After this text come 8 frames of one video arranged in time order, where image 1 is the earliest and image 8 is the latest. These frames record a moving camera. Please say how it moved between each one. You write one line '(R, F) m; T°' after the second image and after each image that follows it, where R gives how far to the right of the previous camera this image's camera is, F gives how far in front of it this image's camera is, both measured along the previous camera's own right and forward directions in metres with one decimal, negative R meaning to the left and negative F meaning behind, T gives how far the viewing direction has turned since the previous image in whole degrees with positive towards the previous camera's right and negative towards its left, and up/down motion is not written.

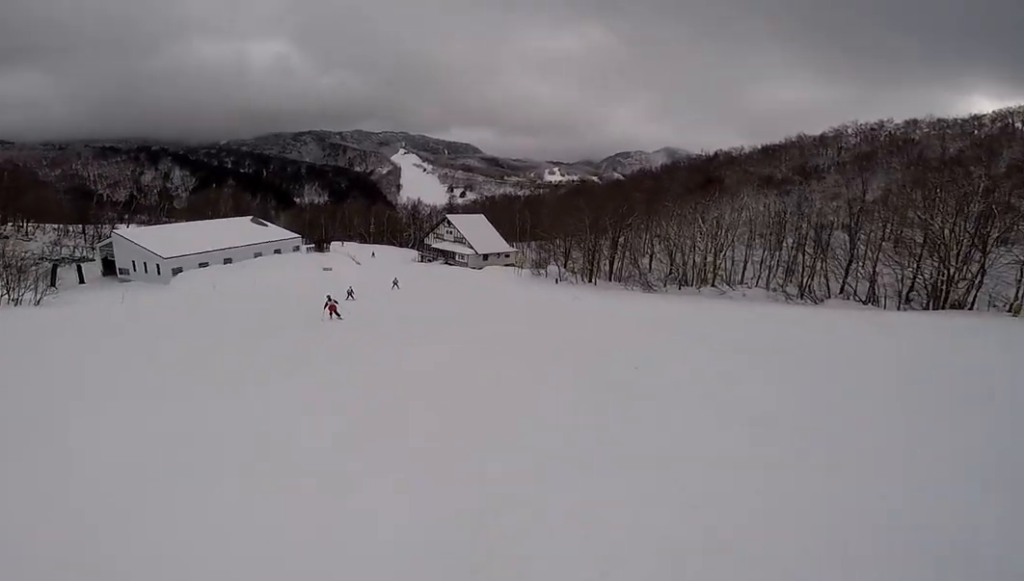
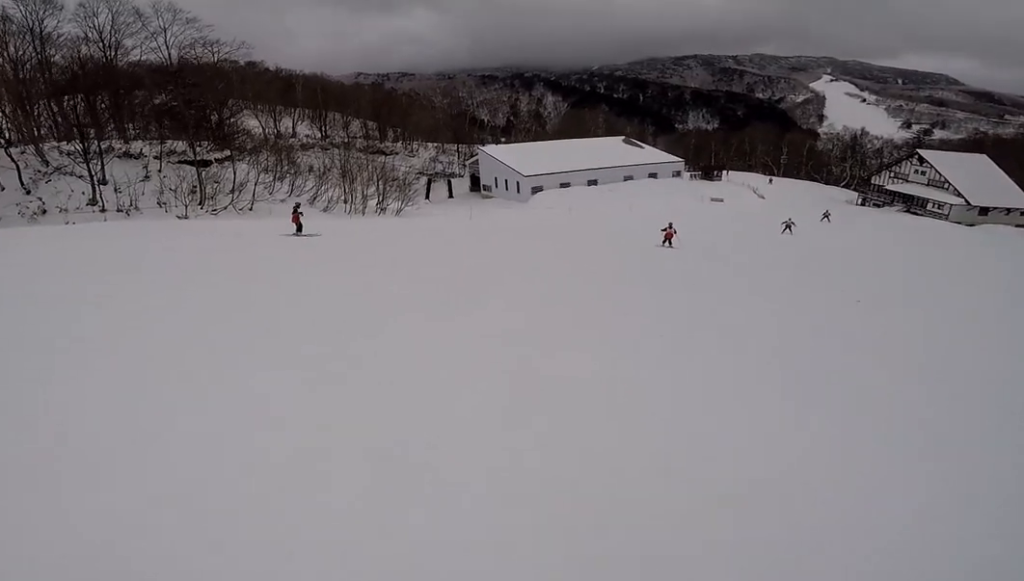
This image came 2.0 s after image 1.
(-4.0, +7.1) m; -37°
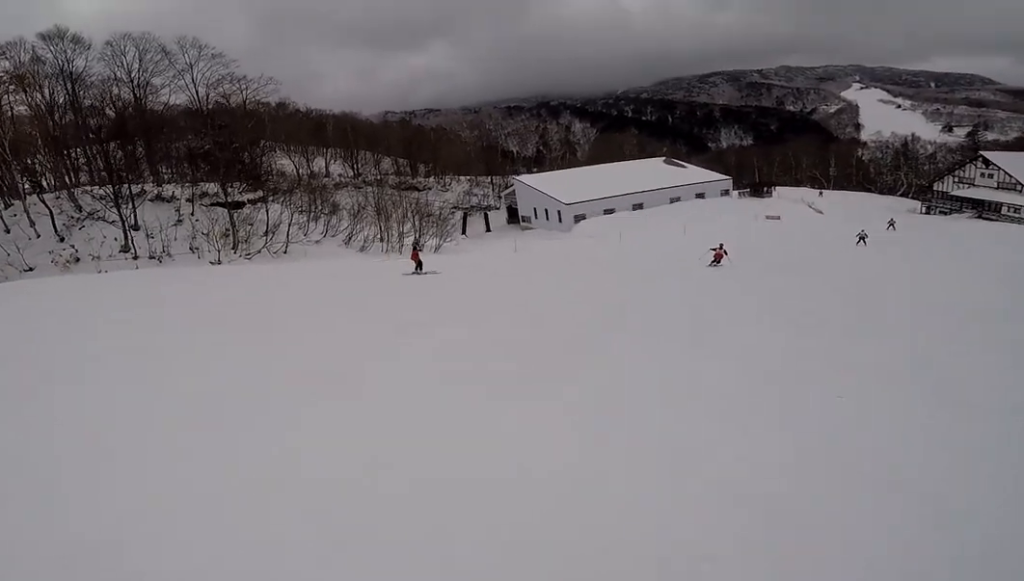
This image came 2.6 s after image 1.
(-0.6, +2.0) m; +5°
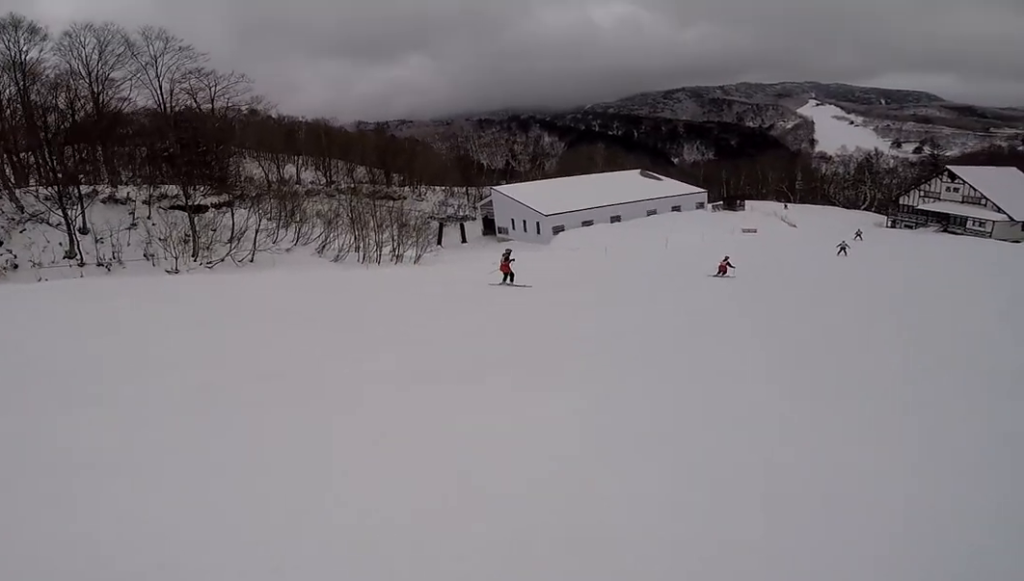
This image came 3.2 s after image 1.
(+0.9, +2.7) m; +17°
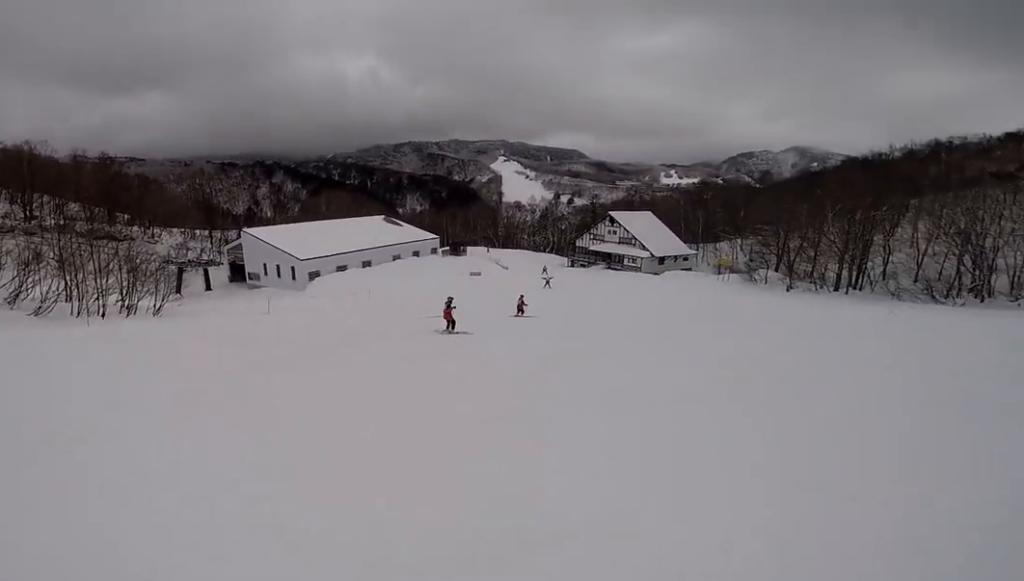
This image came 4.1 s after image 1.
(+0.9, +4.0) m; +23°
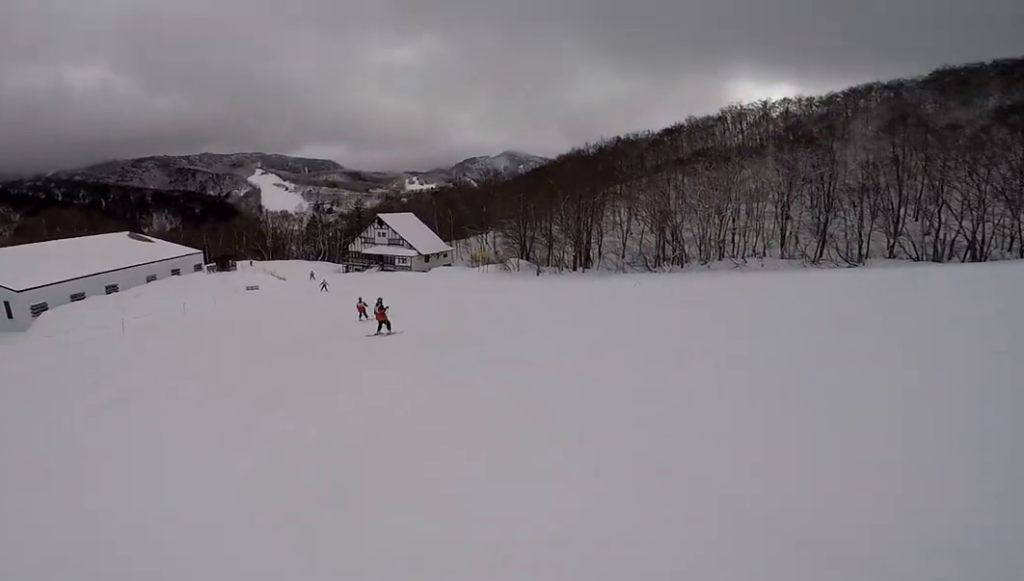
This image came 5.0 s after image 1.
(+0.8, +4.2) m; +27°
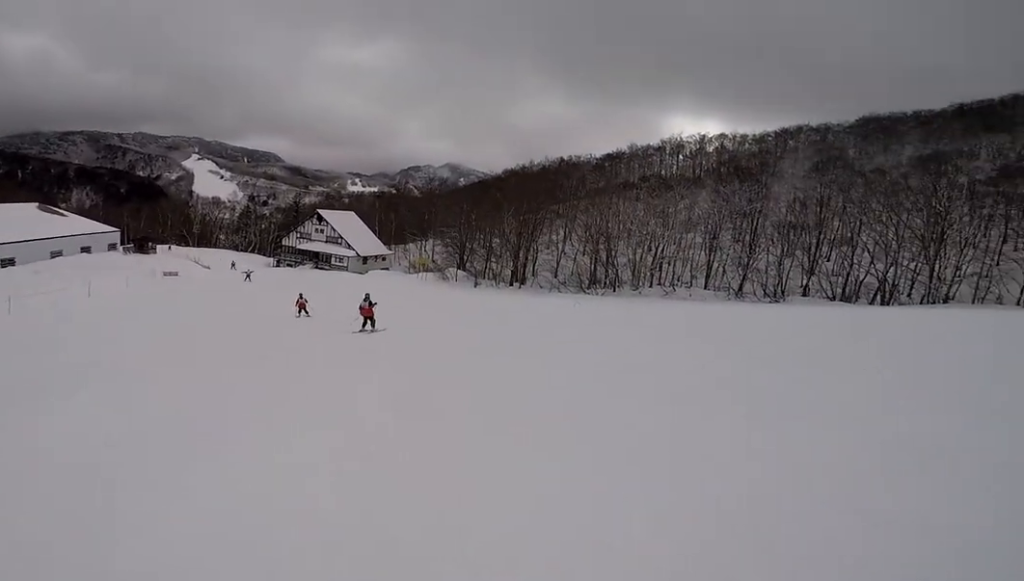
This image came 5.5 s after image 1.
(-0.2, +2.1) m; +16°
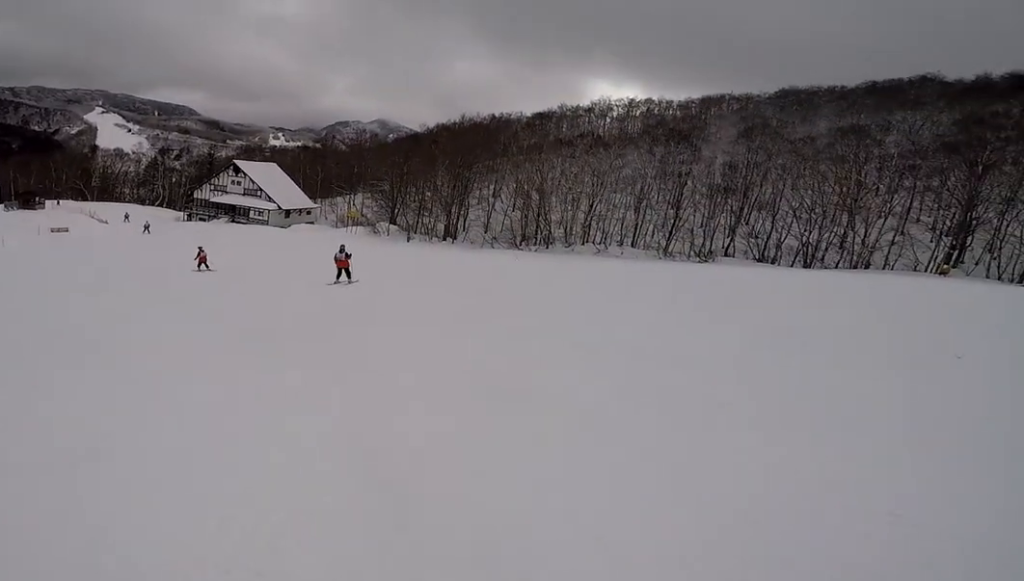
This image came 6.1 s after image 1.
(+1.0, +2.2) m; +12°
